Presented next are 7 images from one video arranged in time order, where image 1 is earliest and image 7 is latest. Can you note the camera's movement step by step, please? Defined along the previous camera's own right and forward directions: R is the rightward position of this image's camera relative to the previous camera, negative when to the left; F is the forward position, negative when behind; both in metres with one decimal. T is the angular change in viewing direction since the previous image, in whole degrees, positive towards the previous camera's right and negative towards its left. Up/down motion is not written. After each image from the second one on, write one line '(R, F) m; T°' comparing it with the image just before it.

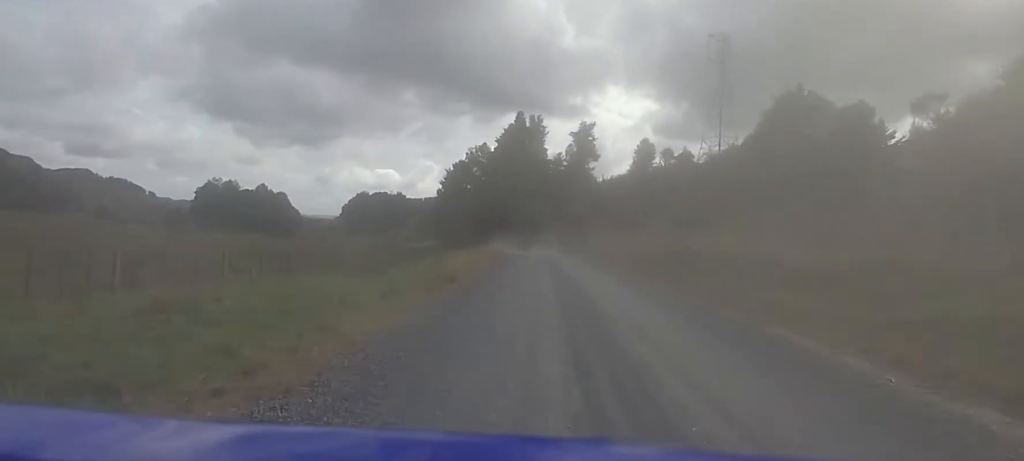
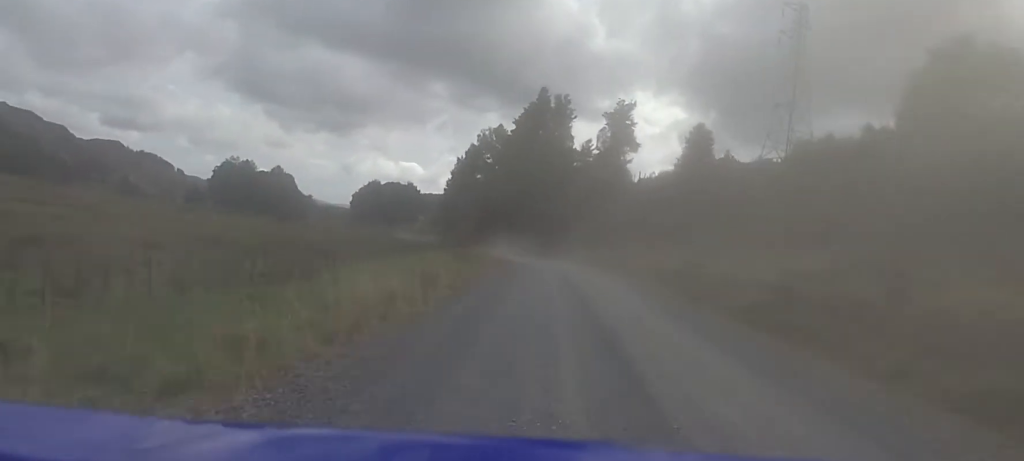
(+0.6, +13.9) m; +1°
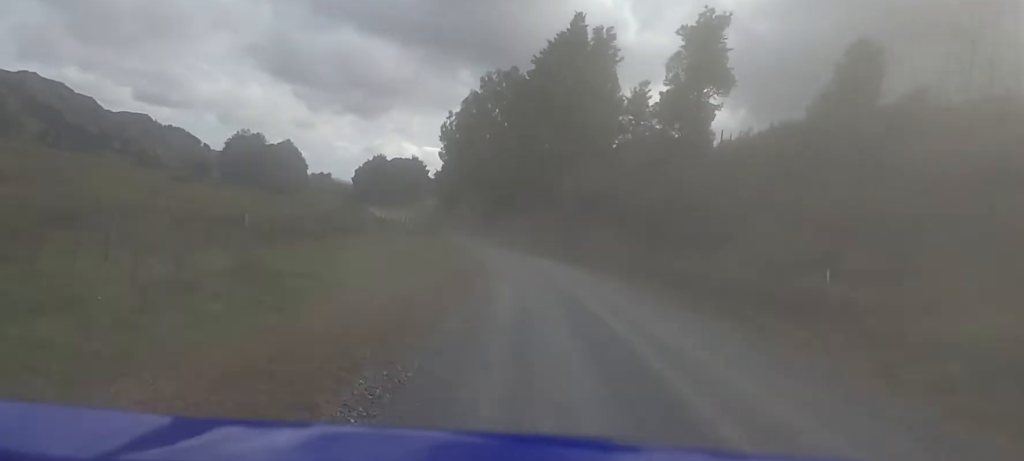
(-0.5, +26.6) m; -7°
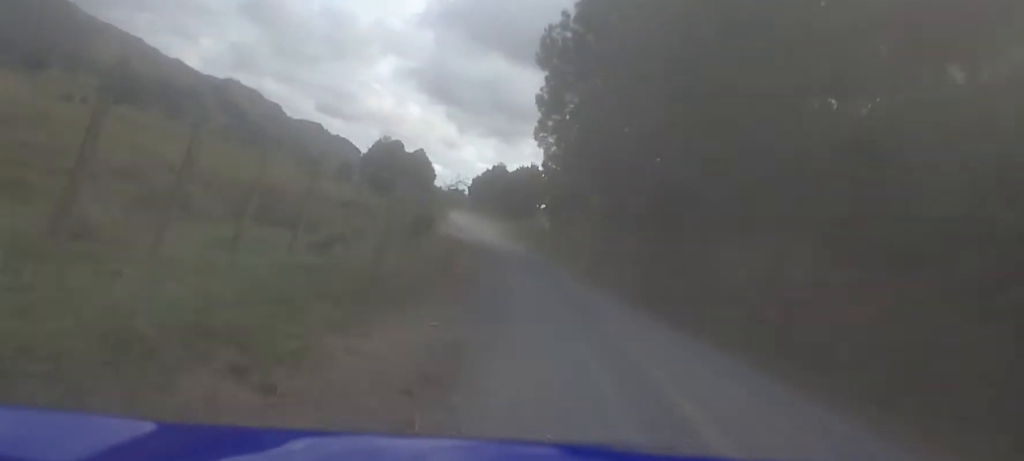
(-5.3, +36.1) m; -16°
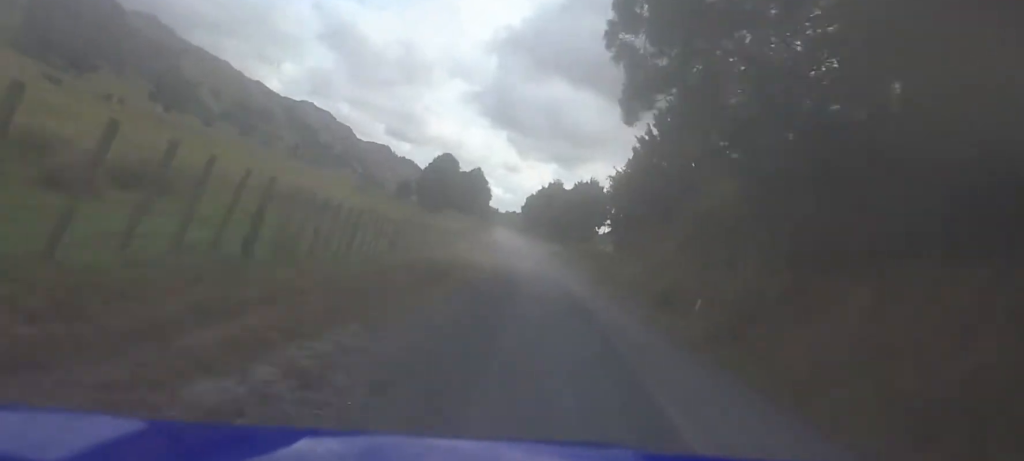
(-1.2, +17.2) m; -5°
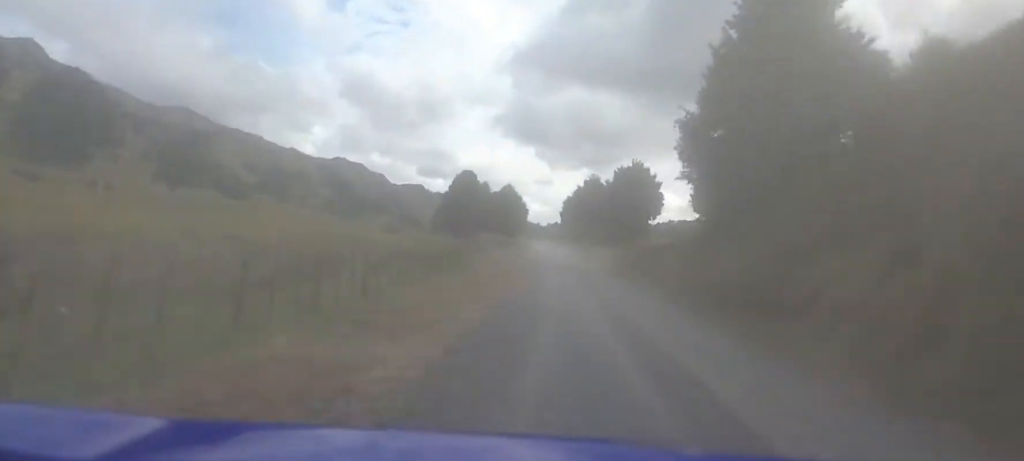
(-0.2, +17.1) m; -3°
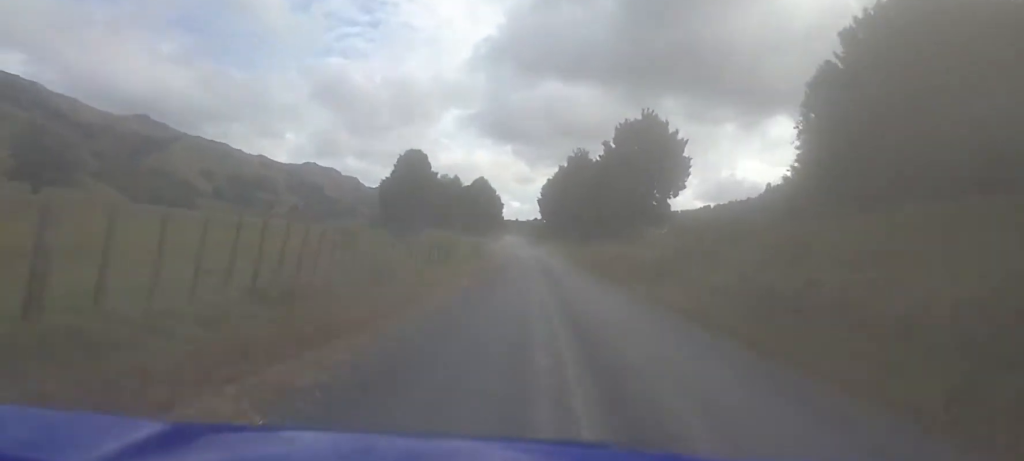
(-1.4, +28.6) m; -4°
